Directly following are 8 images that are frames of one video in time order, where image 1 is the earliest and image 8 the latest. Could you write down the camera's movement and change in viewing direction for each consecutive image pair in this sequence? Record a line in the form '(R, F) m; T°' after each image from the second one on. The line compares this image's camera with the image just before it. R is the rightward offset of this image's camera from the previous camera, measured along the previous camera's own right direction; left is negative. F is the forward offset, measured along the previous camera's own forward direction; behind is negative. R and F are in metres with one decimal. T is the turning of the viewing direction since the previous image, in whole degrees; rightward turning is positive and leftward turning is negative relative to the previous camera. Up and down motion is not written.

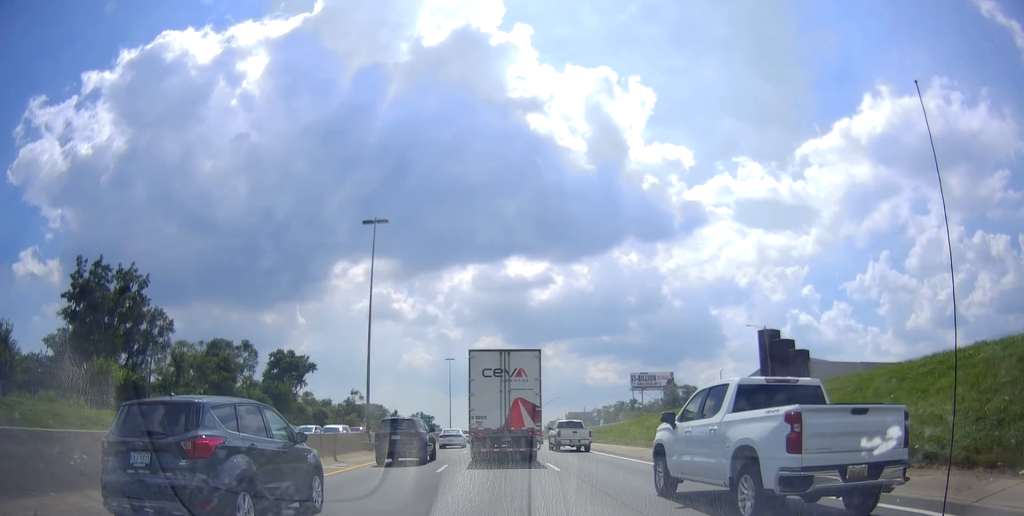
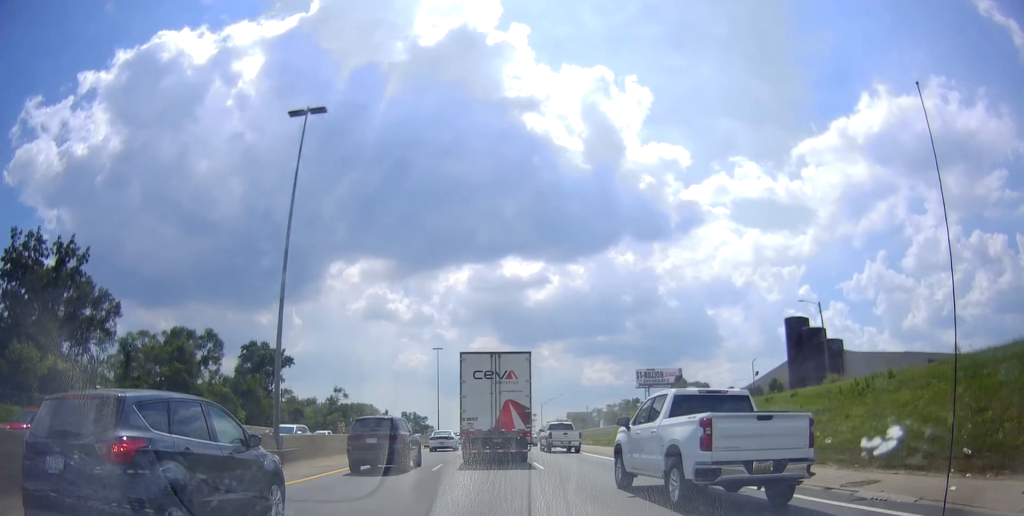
(+0.6, +14.0) m; +3°
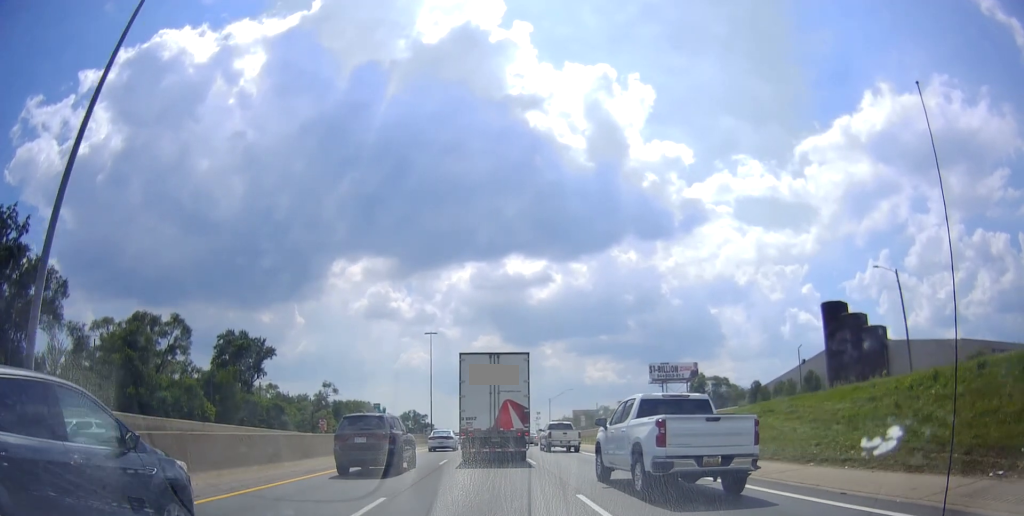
(0.0, +12.7) m; 0°
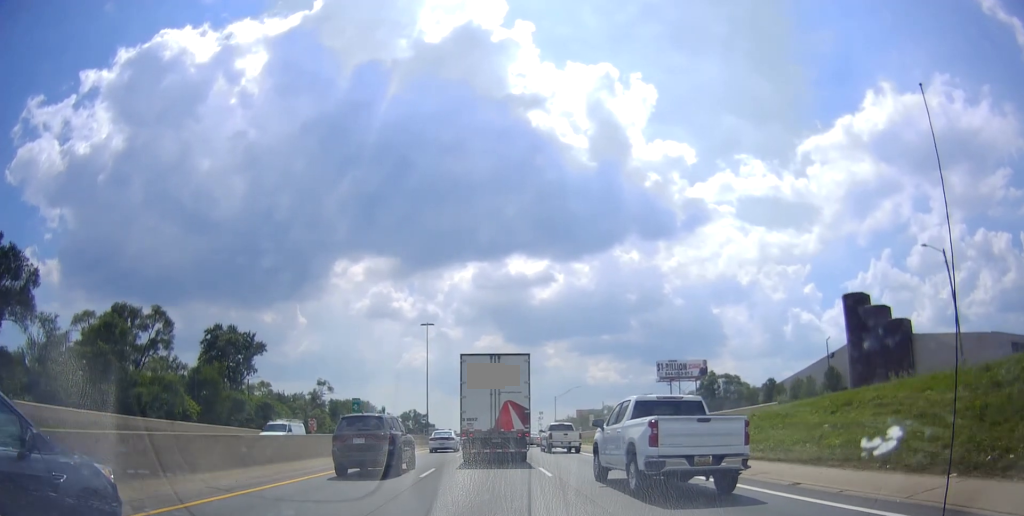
(0.0, +6.1) m; 0°
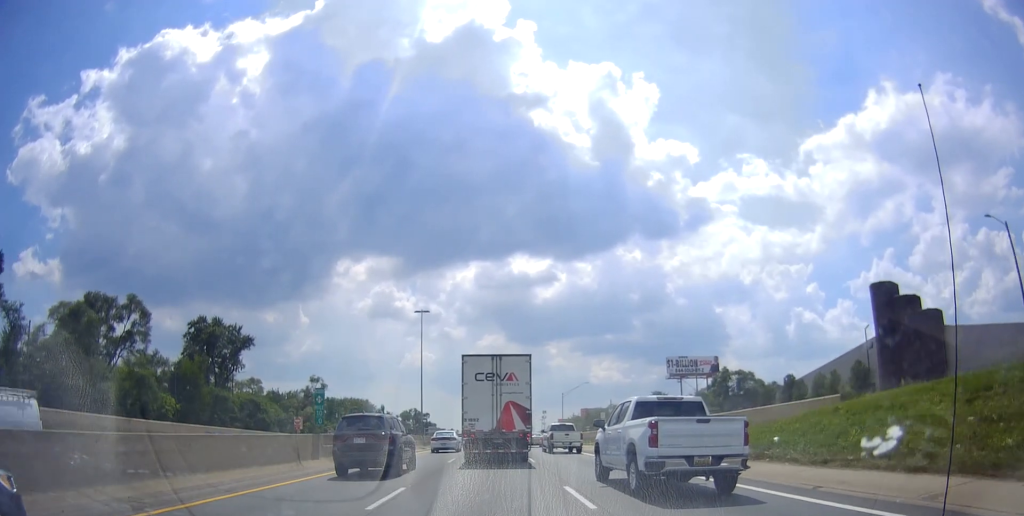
(0.0, +7.2) m; 0°
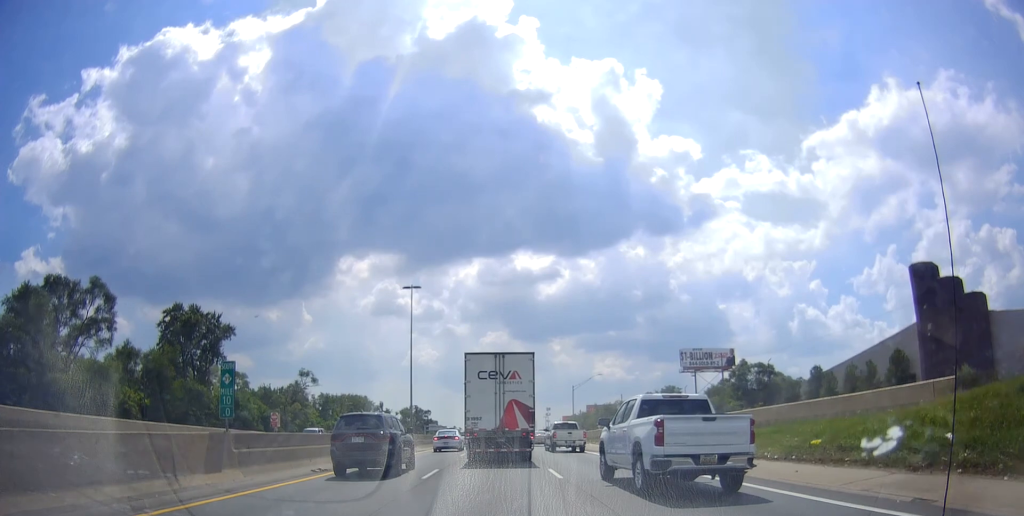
(0.0, +9.3) m; -1°
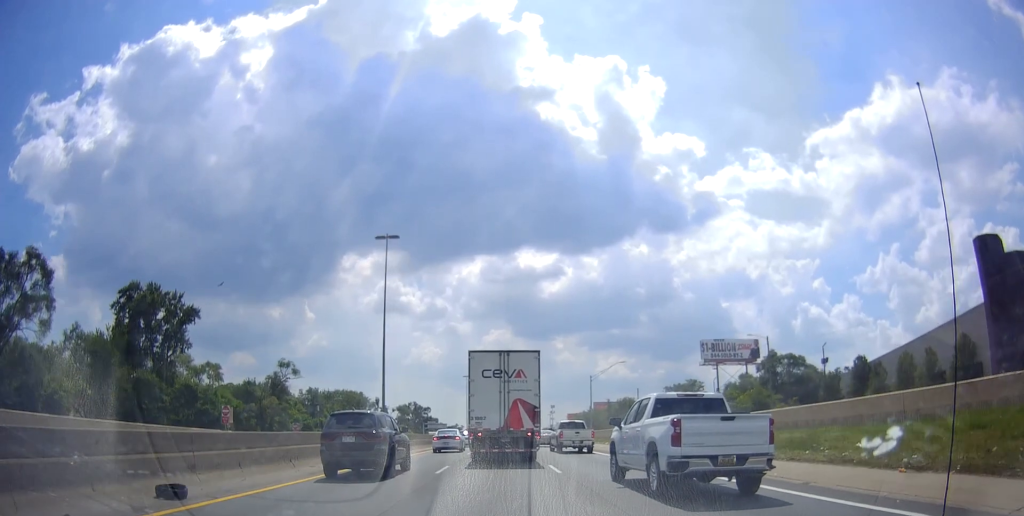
(-0.4, +14.0) m; -1°
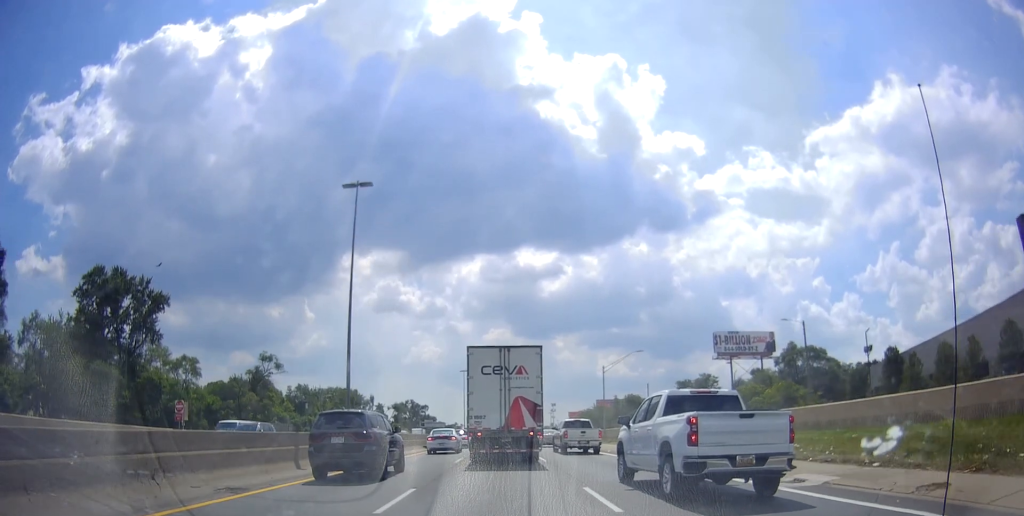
(+0.2, +9.0) m; +2°
